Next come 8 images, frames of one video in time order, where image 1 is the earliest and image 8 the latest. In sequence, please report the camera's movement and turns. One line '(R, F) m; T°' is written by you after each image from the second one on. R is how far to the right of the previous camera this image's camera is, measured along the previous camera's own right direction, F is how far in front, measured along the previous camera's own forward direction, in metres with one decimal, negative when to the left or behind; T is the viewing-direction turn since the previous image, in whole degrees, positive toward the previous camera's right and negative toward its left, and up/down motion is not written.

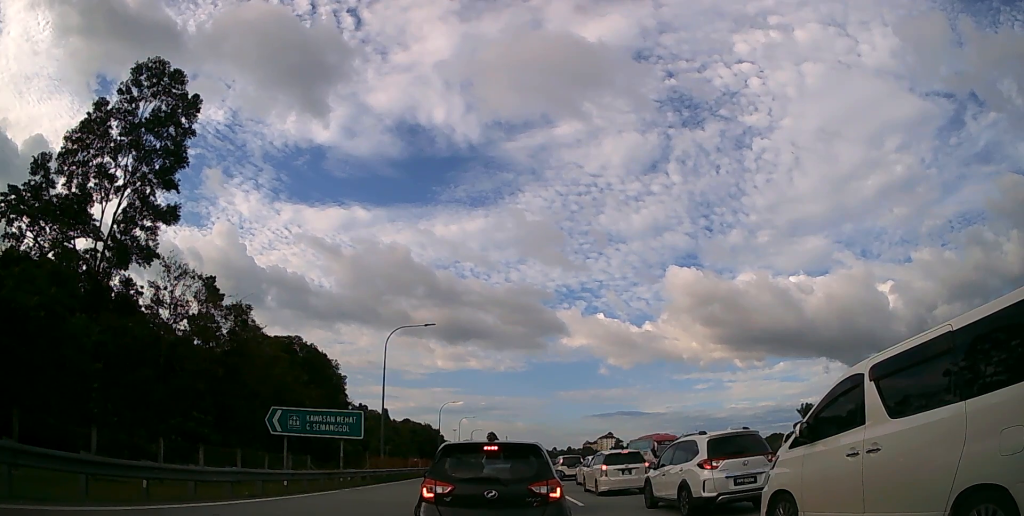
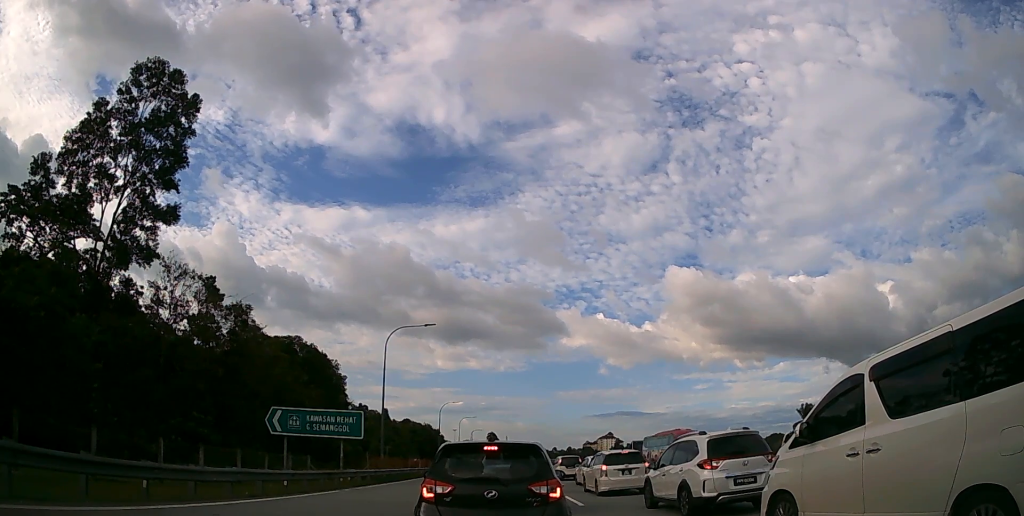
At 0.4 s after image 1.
(0.0, 0.0) m; 0°
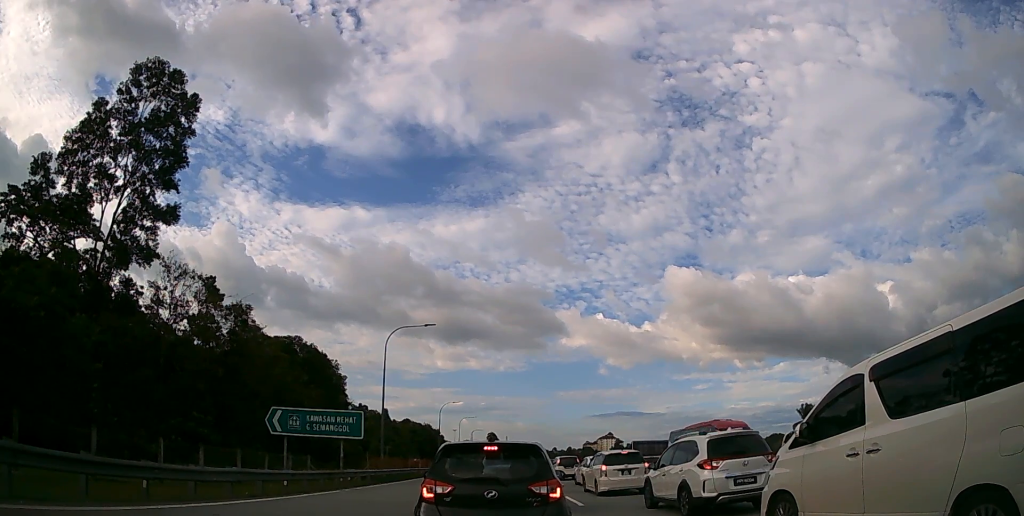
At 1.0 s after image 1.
(0.0, 0.0) m; 0°
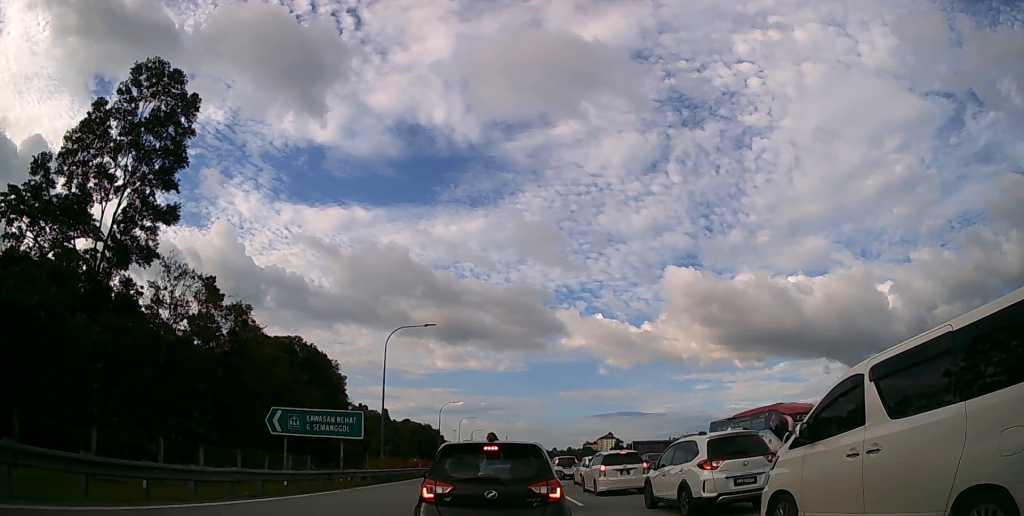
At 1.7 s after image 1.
(0.0, 0.0) m; 0°
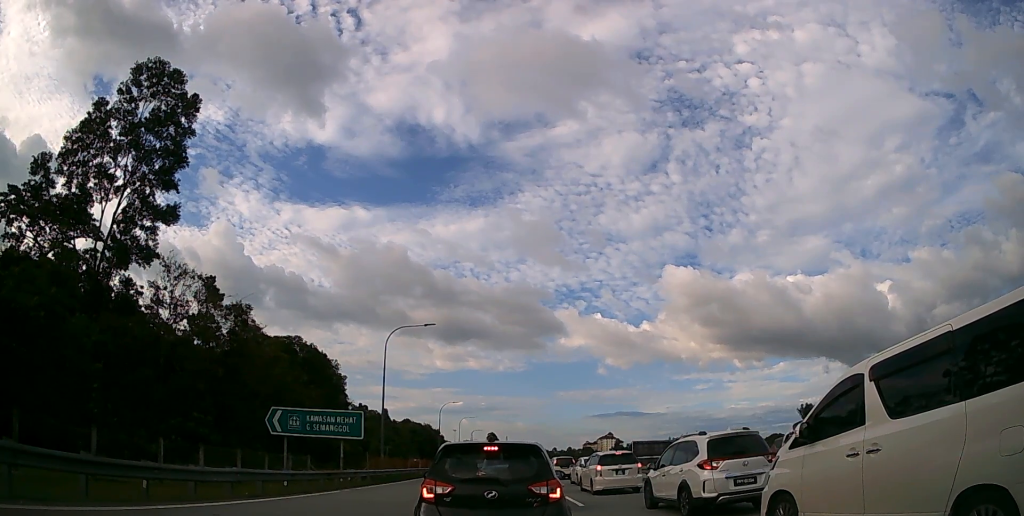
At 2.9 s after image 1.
(0.0, 0.0) m; 0°
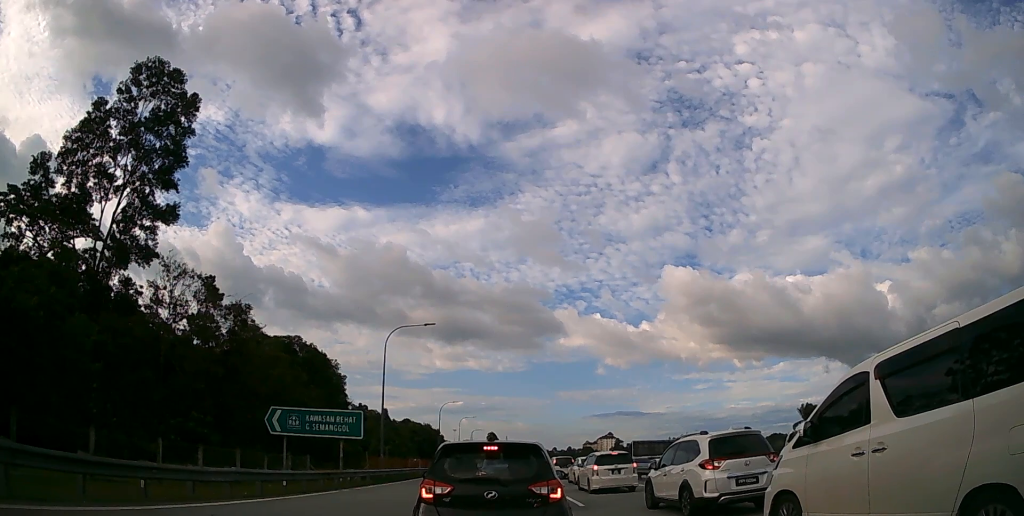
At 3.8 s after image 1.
(0.0, 0.0) m; 0°
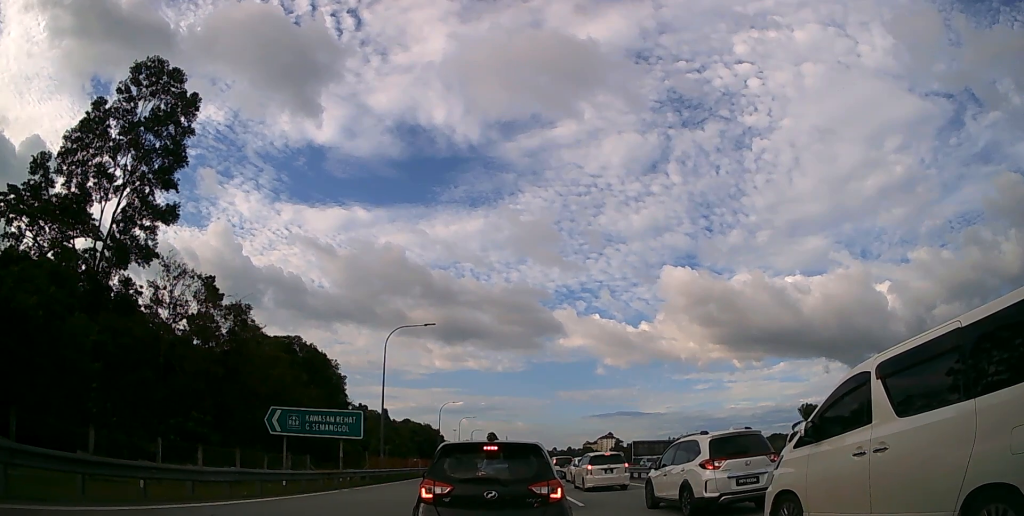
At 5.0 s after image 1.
(0.0, 0.0) m; 0°
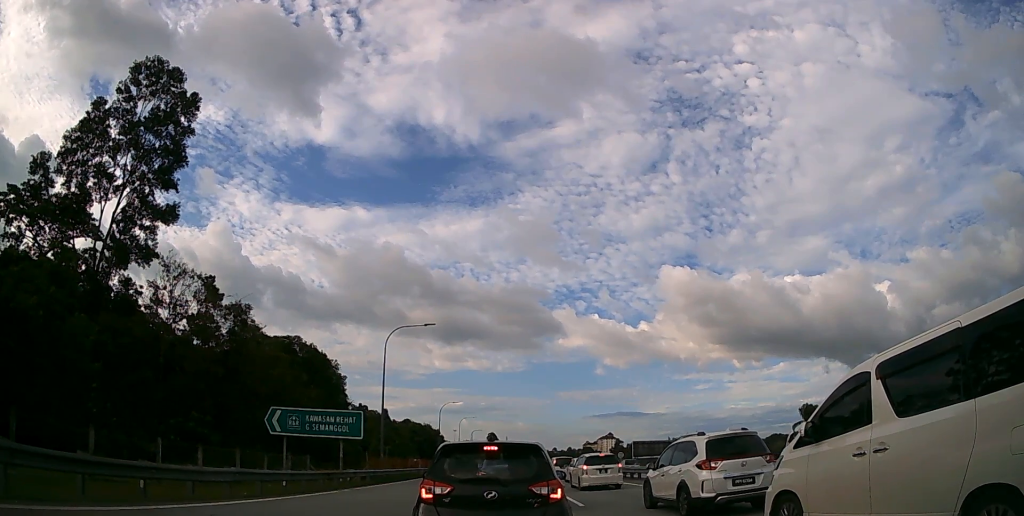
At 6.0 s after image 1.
(0.0, 0.0) m; 0°
